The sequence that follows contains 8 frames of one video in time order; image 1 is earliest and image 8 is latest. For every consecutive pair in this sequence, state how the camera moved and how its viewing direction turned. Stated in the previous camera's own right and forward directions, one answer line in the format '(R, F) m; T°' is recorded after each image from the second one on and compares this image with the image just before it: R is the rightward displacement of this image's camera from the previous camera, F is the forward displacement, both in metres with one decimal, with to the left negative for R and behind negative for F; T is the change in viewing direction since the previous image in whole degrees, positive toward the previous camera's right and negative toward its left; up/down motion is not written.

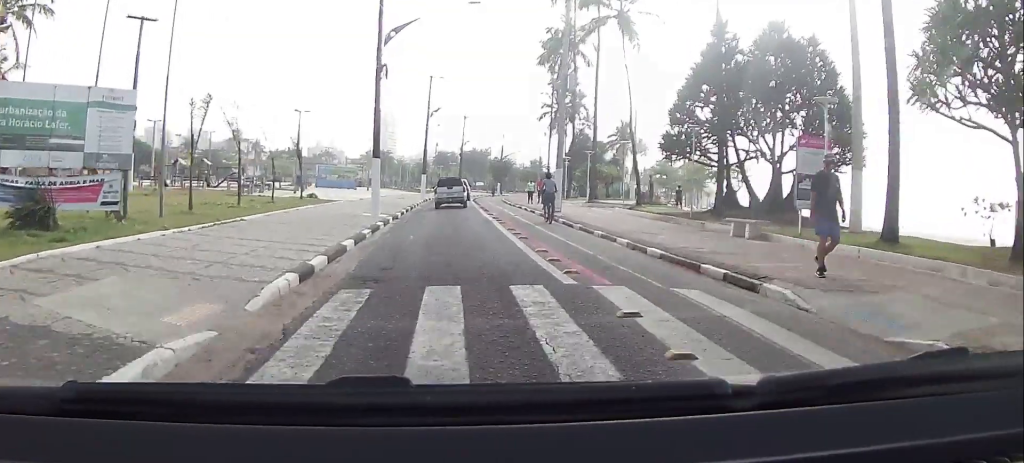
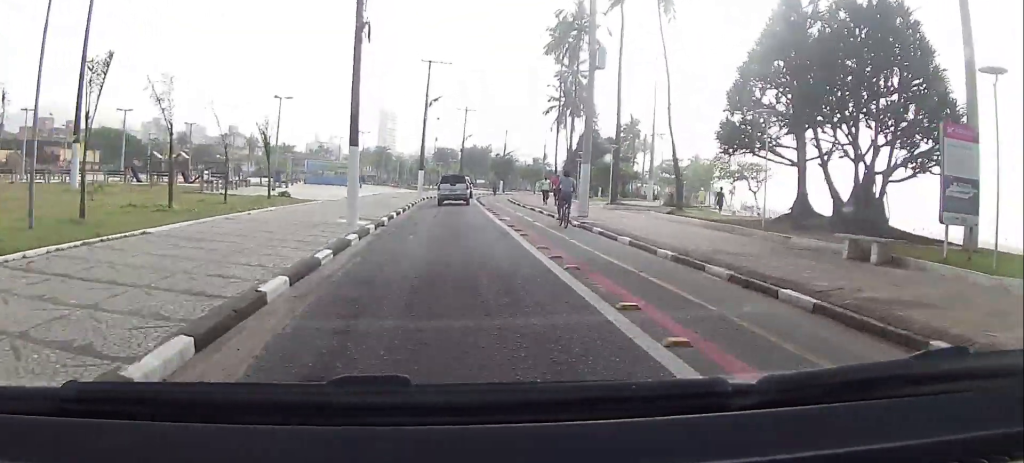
(+0.1, +5.7) m; +1°
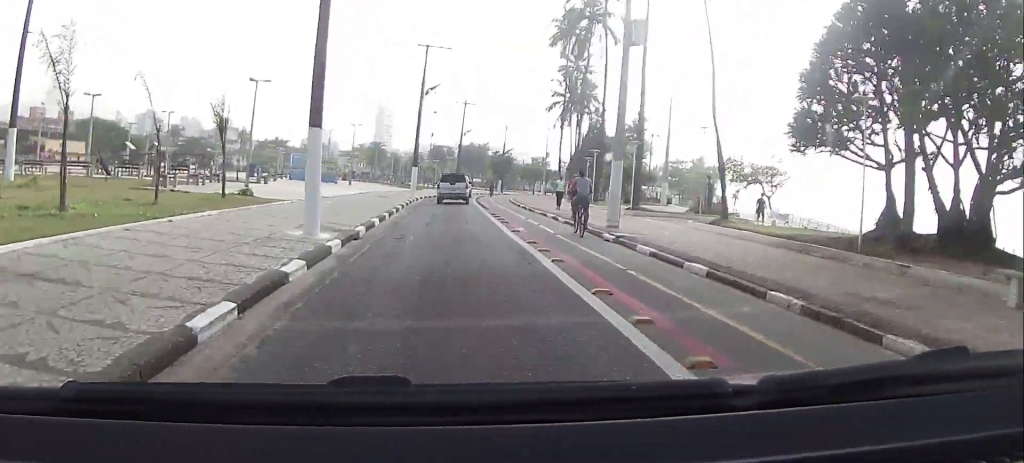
(-0.2, +4.9) m; 0°
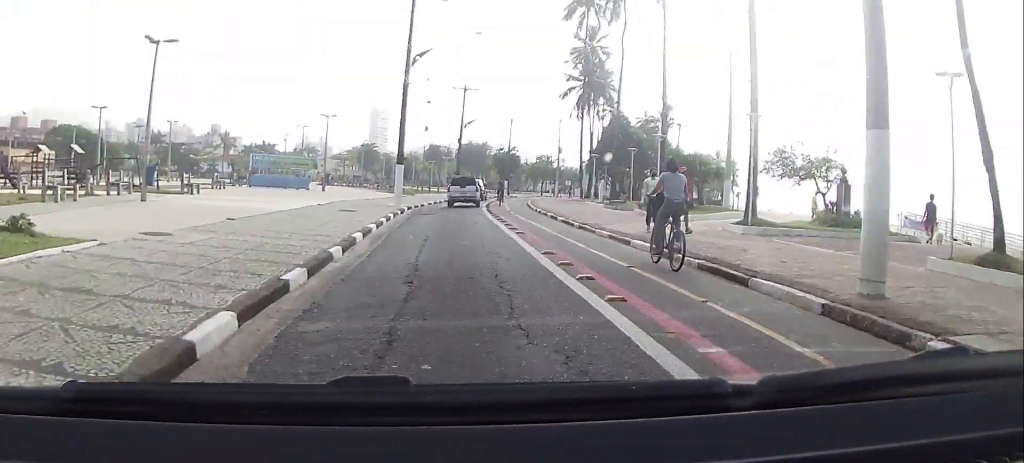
(+0.2, +12.6) m; +1°
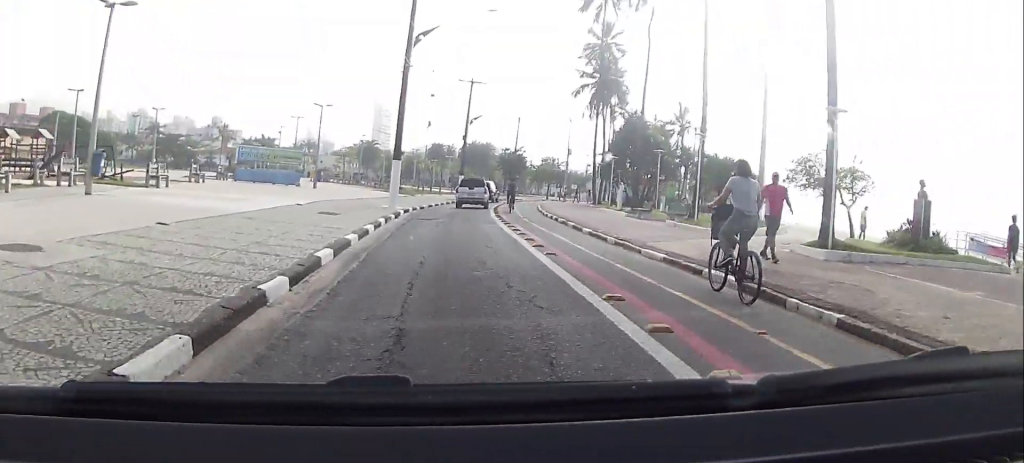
(-0.2, +4.1) m; +1°
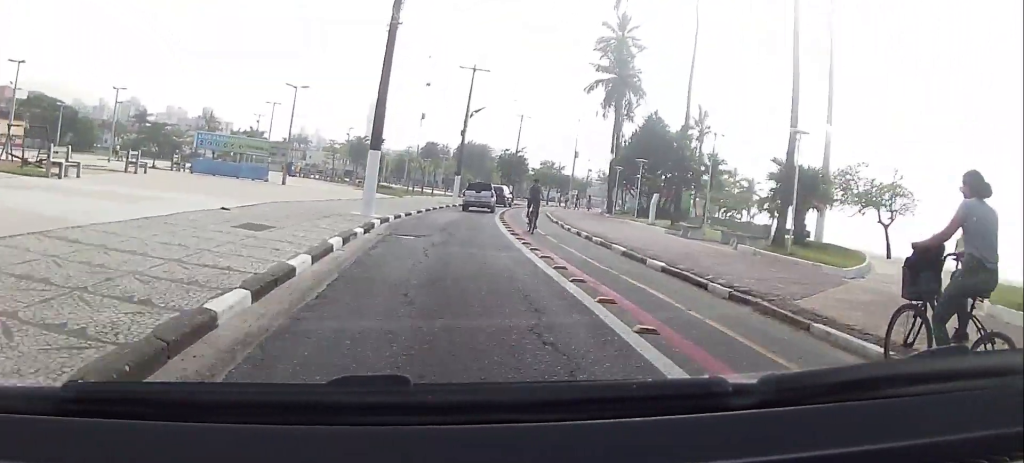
(+0.3, +7.3) m; 0°
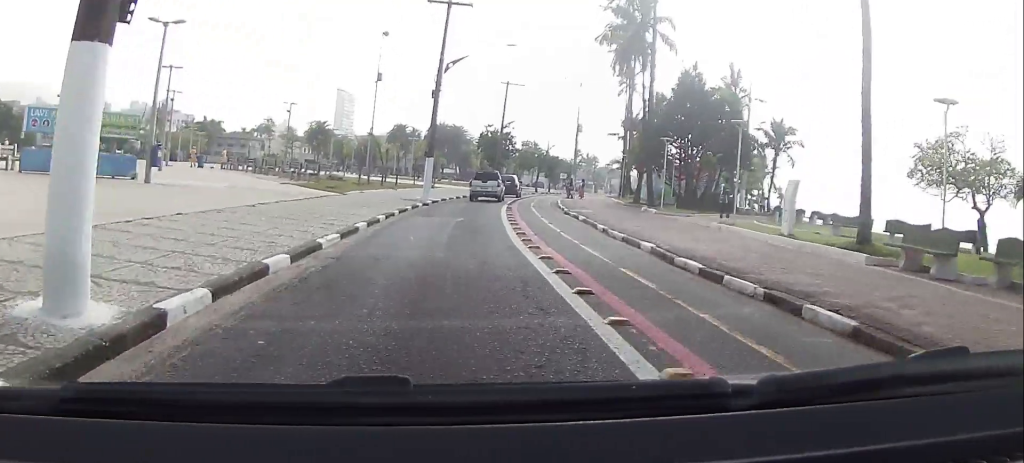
(-0.5, +15.6) m; -1°
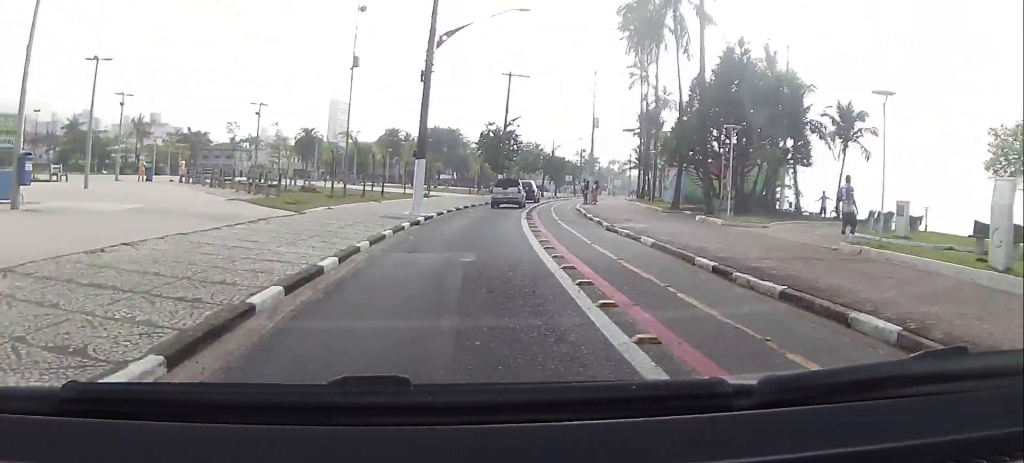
(+0.3, +8.1) m; +2°
